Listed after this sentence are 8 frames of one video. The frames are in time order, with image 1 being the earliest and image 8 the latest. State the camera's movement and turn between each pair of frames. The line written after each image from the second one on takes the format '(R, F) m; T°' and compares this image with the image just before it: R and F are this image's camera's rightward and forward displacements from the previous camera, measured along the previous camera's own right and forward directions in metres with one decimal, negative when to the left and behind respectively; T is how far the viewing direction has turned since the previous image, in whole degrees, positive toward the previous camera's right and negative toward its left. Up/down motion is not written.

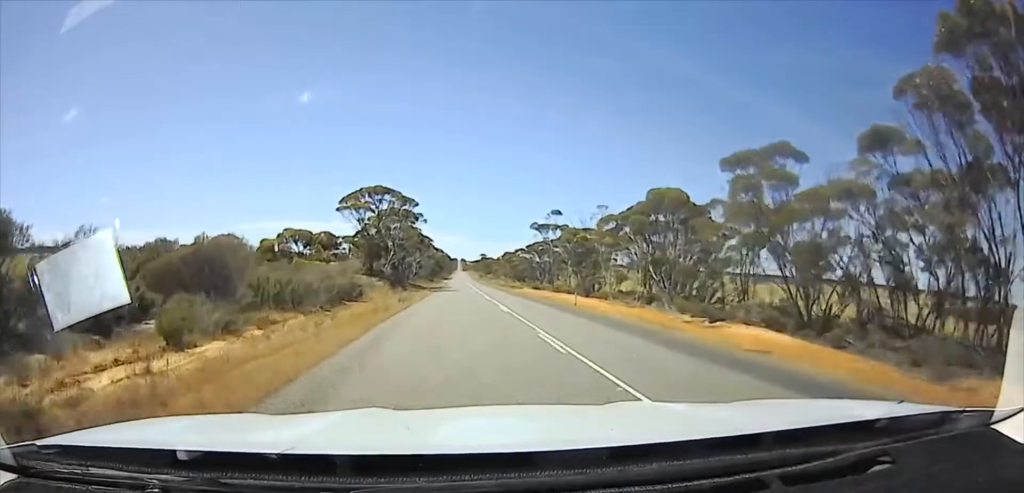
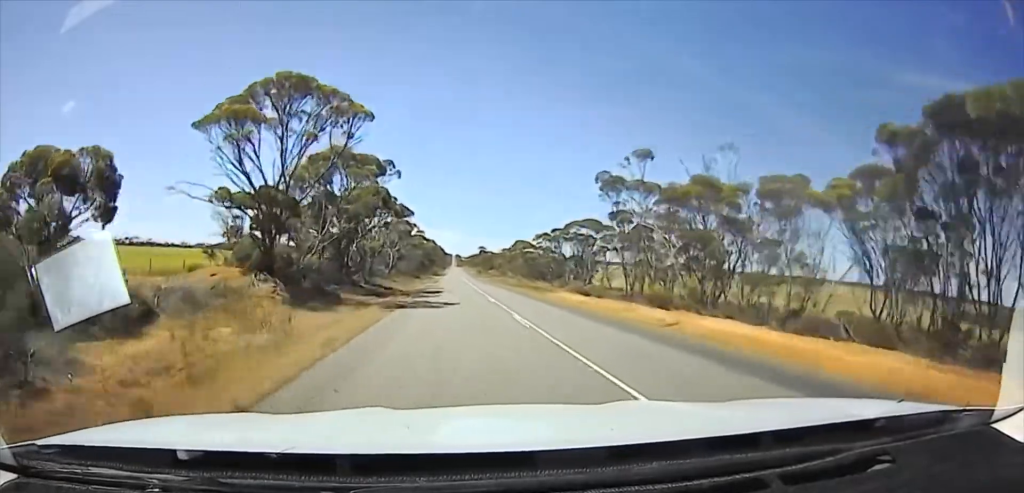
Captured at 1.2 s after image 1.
(-1.2, +28.7) m; -2°
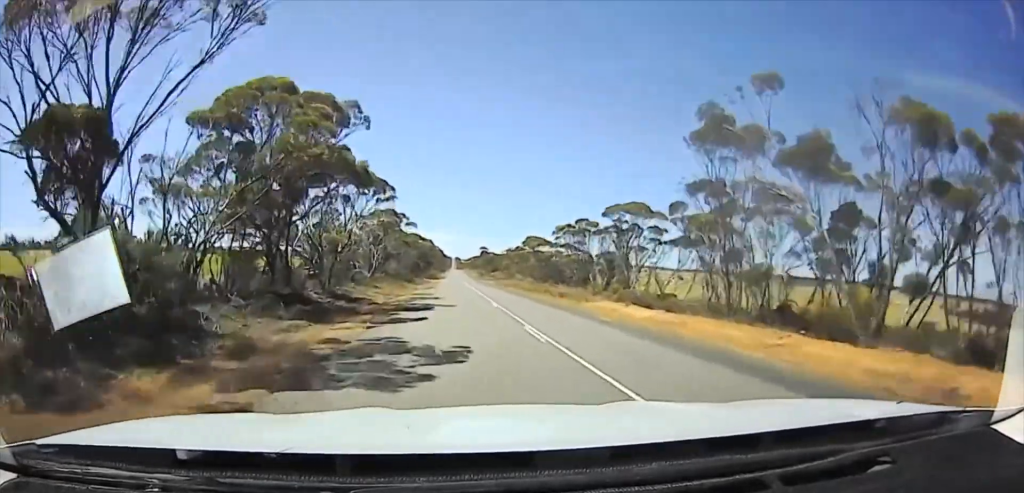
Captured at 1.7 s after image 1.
(-0.1, +13.2) m; +1°
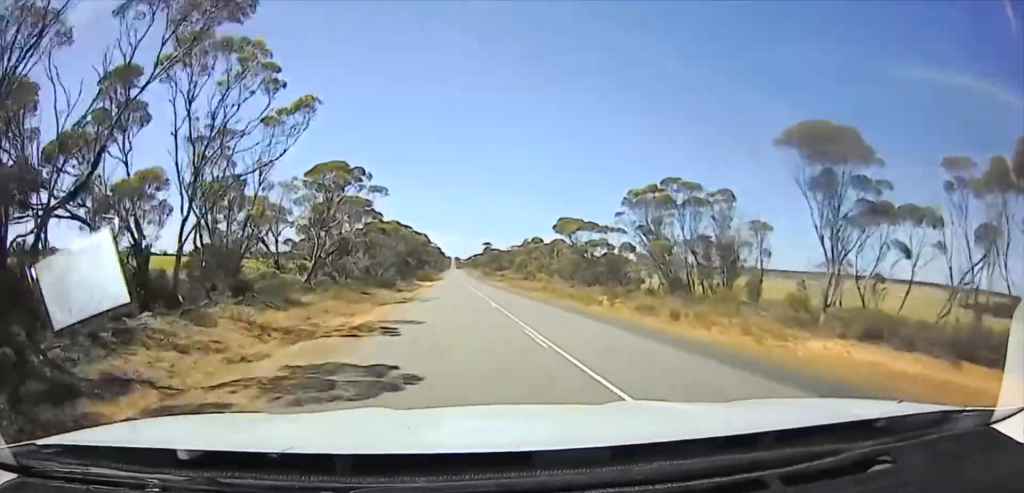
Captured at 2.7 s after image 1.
(+1.0, +23.5) m; +2°
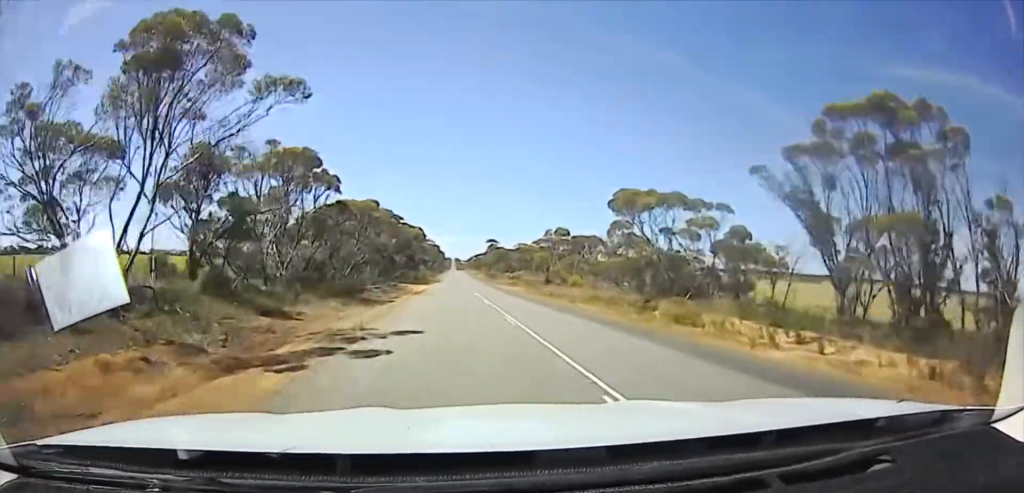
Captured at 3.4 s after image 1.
(+0.1, +19.6) m; -1°
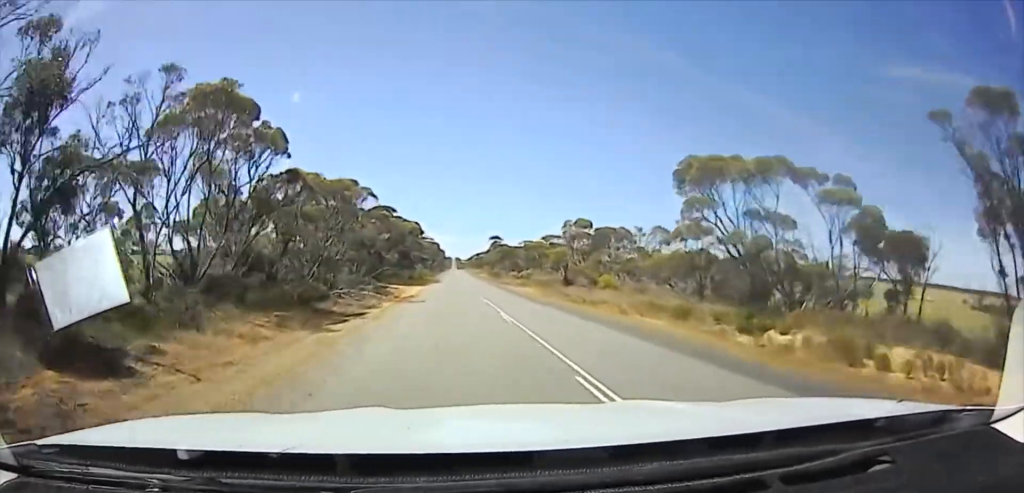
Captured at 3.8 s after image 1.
(-0.1, +10.3) m; 0°
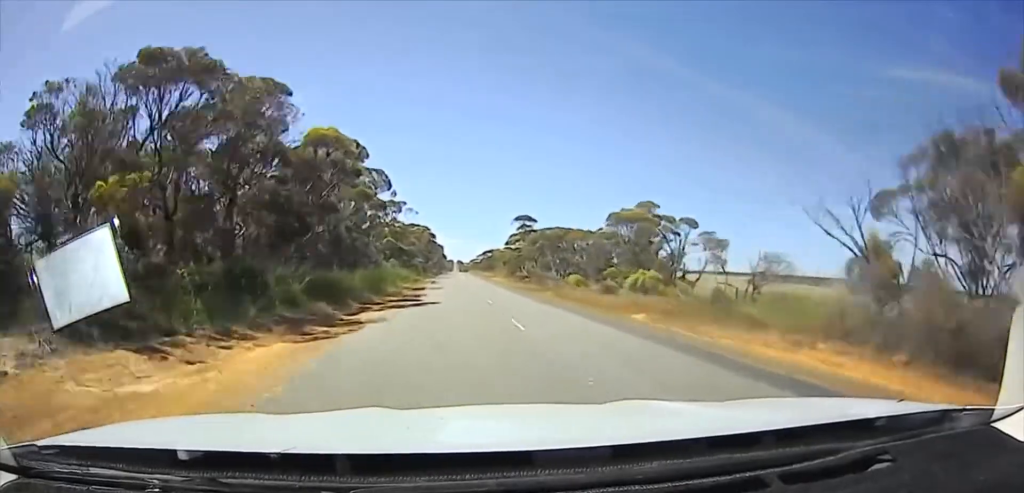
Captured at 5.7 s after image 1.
(+0.2, +47.8) m; +1°
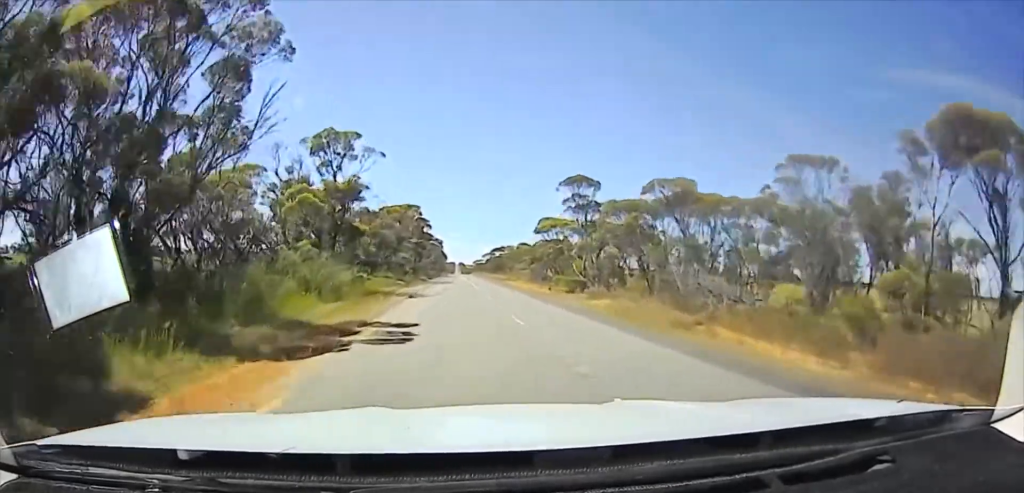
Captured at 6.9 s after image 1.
(0.0, +35.2) m; -1°
